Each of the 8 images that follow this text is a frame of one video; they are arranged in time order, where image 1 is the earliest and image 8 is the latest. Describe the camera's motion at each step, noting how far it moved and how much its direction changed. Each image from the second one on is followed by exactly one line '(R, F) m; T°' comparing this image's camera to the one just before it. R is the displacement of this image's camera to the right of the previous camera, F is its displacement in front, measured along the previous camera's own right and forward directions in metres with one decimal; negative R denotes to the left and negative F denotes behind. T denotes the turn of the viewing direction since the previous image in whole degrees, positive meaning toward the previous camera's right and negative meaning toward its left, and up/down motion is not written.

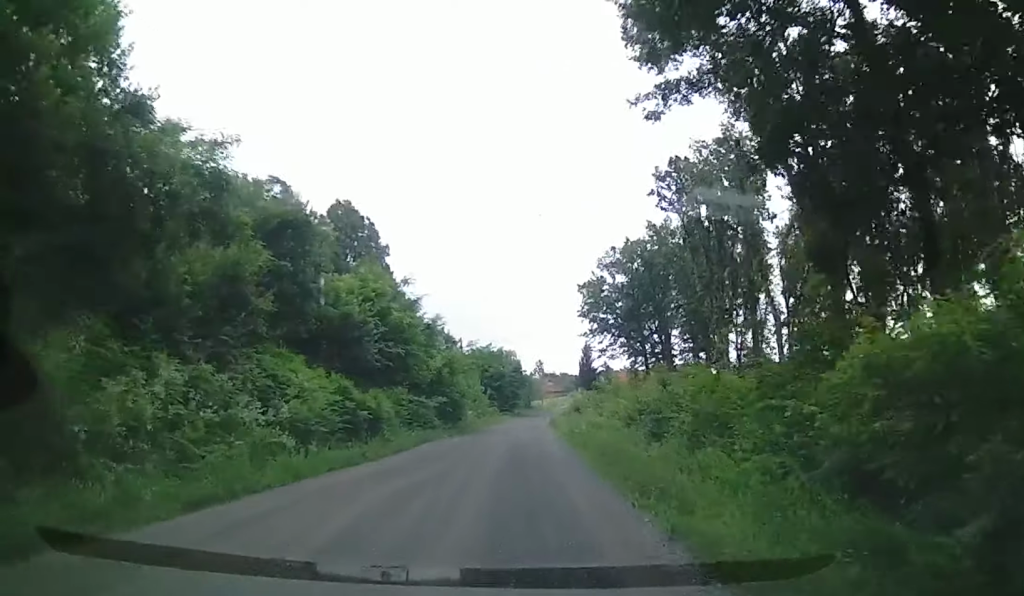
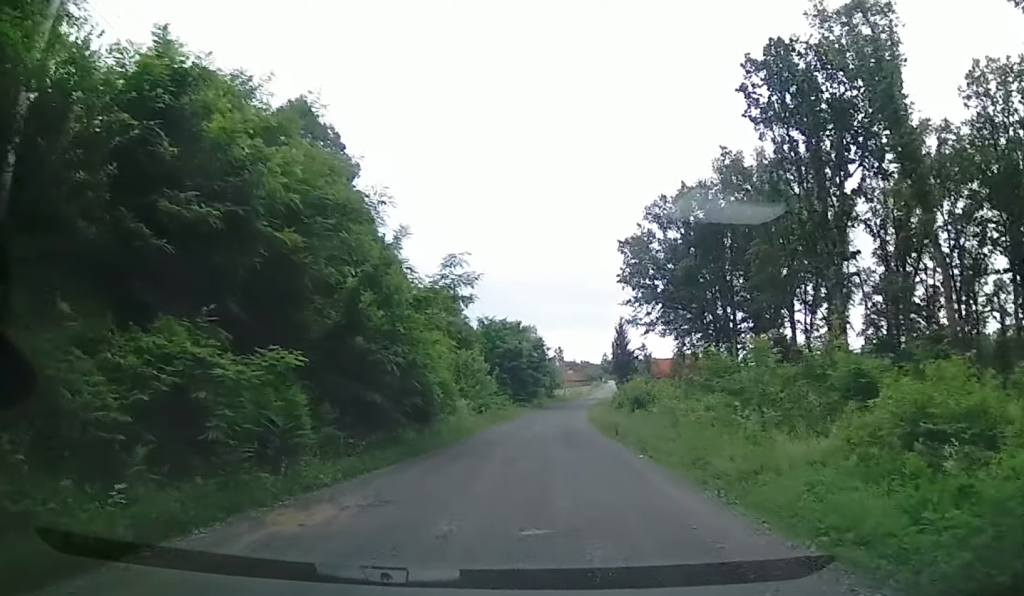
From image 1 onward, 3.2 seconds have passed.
(-0.5, +25.2) m; -2°
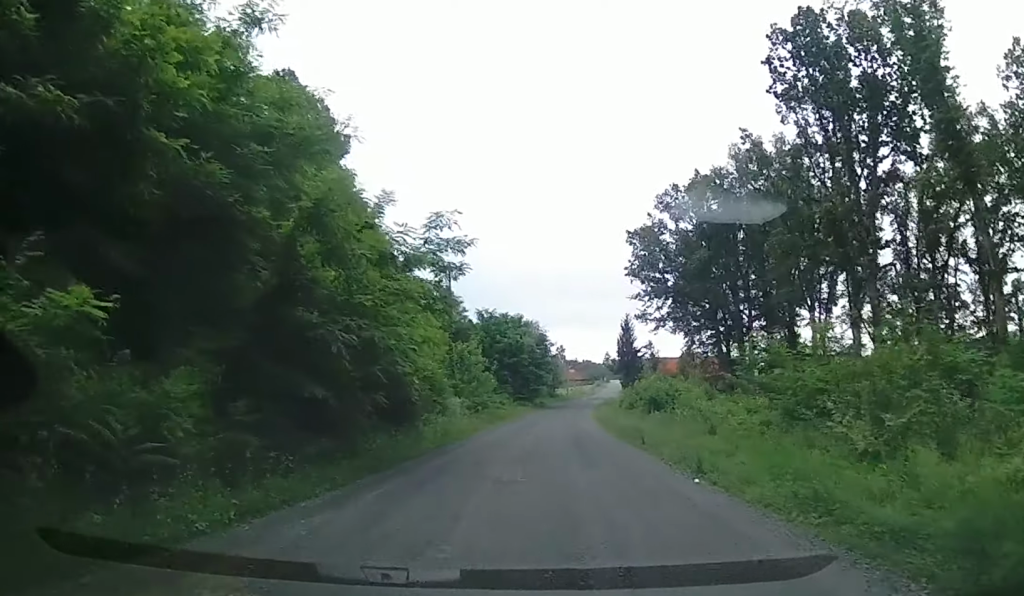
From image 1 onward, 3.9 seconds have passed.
(-0.2, +5.0) m; -2°
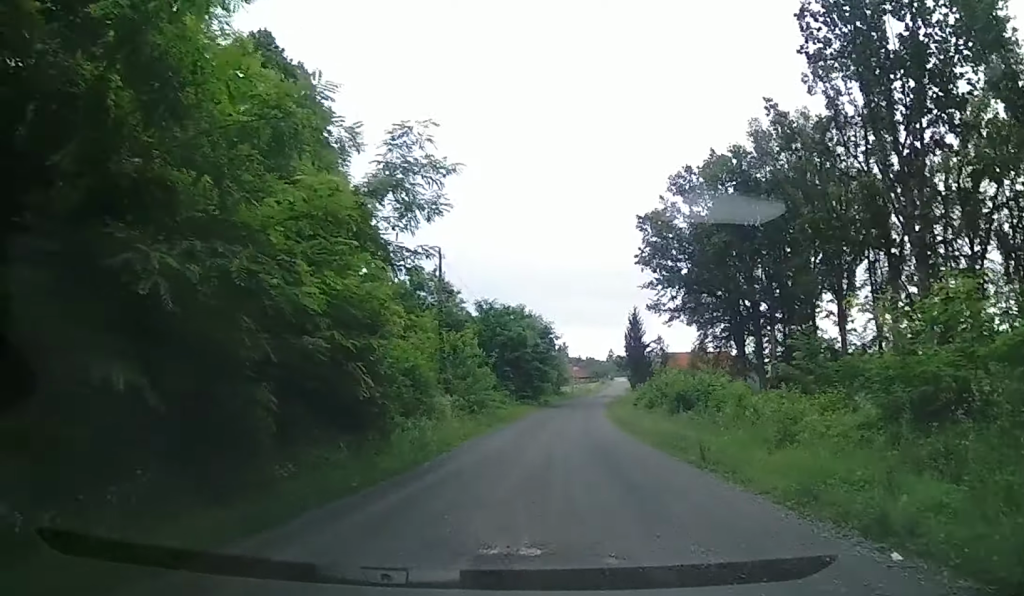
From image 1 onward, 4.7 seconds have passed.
(-0.2, +6.2) m; -1°
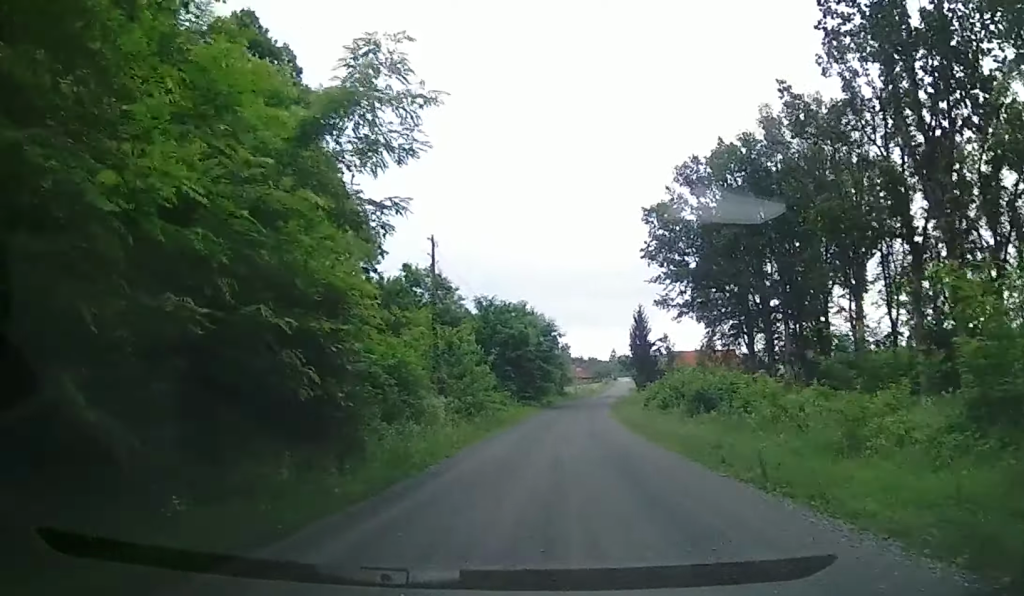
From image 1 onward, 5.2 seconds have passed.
(0.0, +3.3) m; +1°
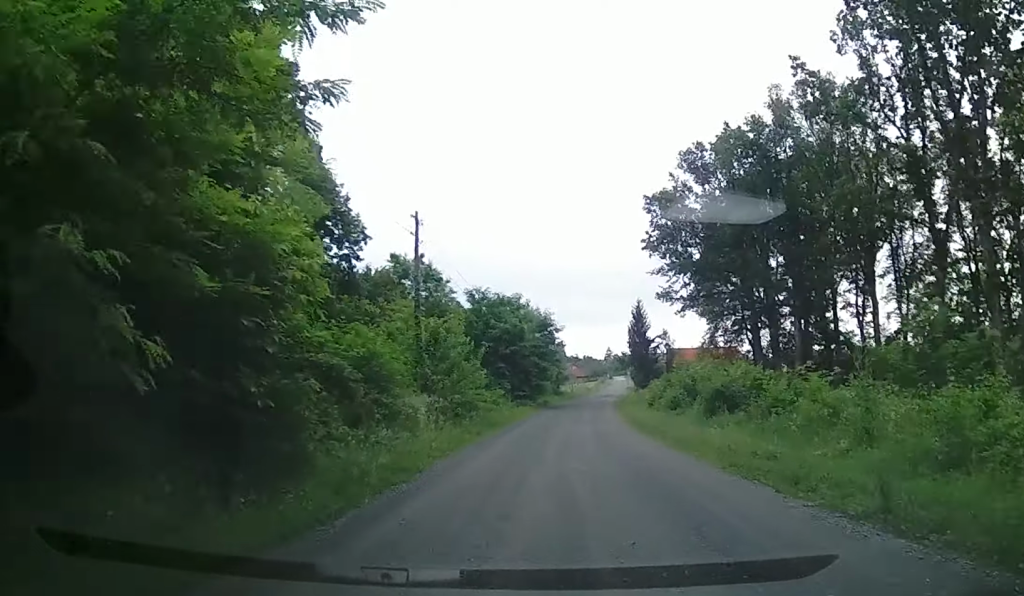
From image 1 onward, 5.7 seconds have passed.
(+0.1, +3.7) m; +2°
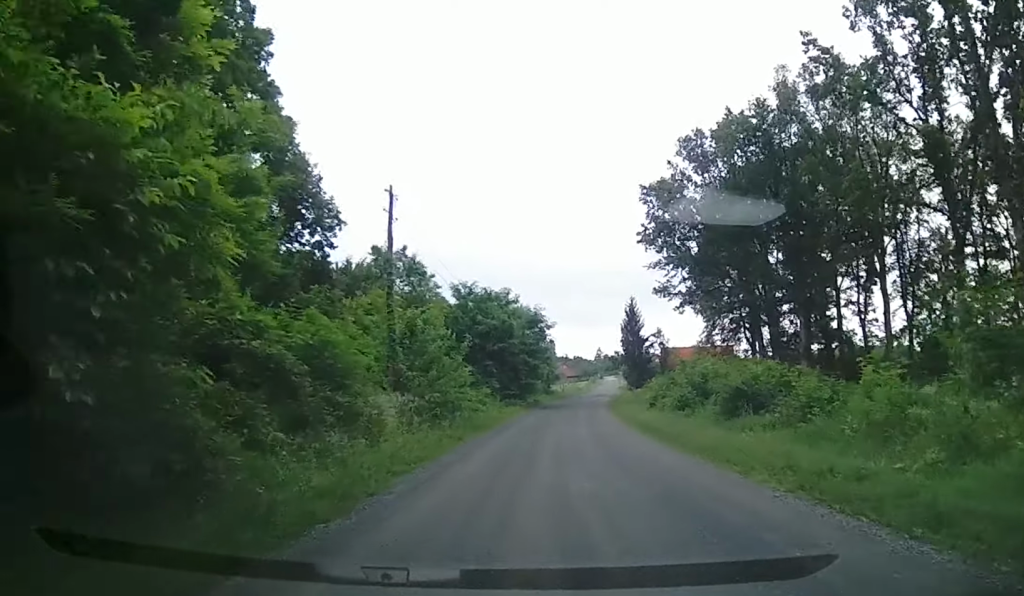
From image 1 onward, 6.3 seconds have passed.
(0.0, +3.7) m; +3°
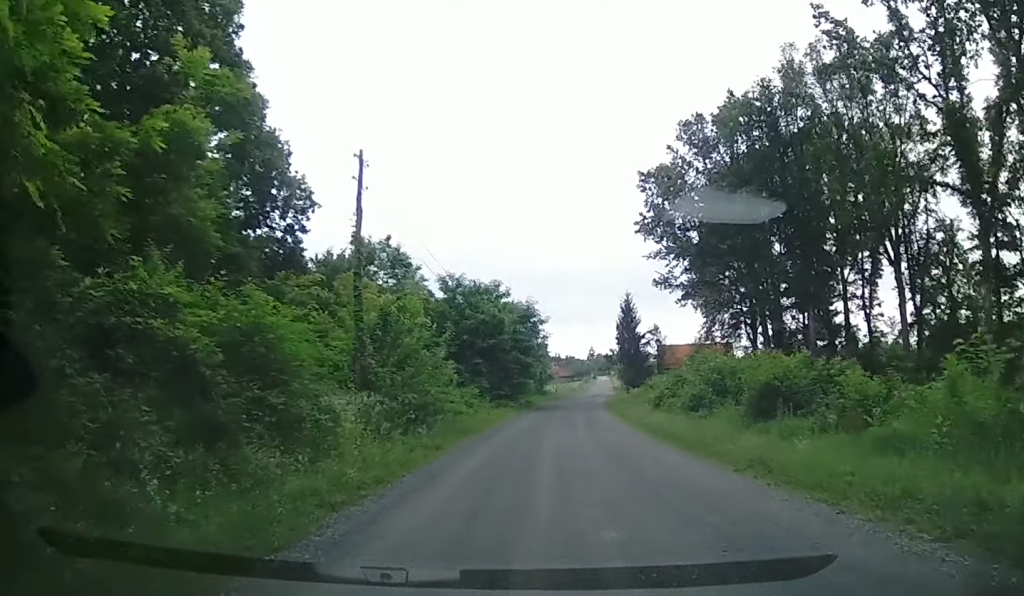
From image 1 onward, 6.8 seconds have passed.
(+0.2, +3.7) m; +1°
